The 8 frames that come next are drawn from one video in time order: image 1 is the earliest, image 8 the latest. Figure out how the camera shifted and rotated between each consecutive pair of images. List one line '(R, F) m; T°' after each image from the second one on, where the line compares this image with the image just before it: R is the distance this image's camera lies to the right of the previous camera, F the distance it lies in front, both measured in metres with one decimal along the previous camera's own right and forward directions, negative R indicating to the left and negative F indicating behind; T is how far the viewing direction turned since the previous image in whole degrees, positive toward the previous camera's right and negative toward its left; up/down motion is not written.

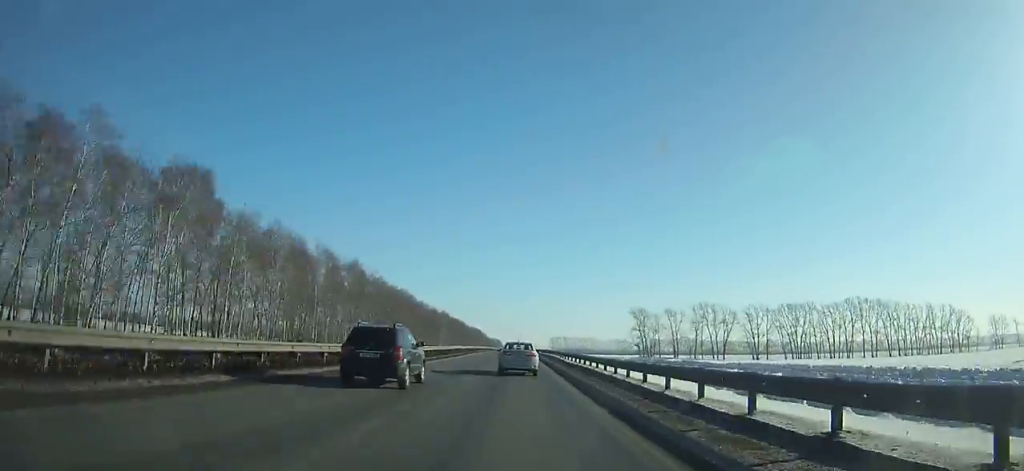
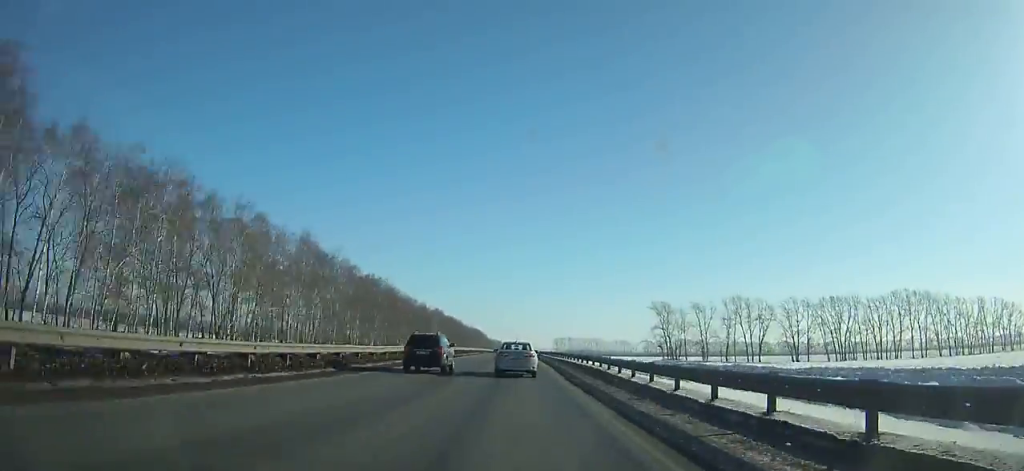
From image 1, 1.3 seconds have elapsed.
(-0.1, +30.3) m; 0°
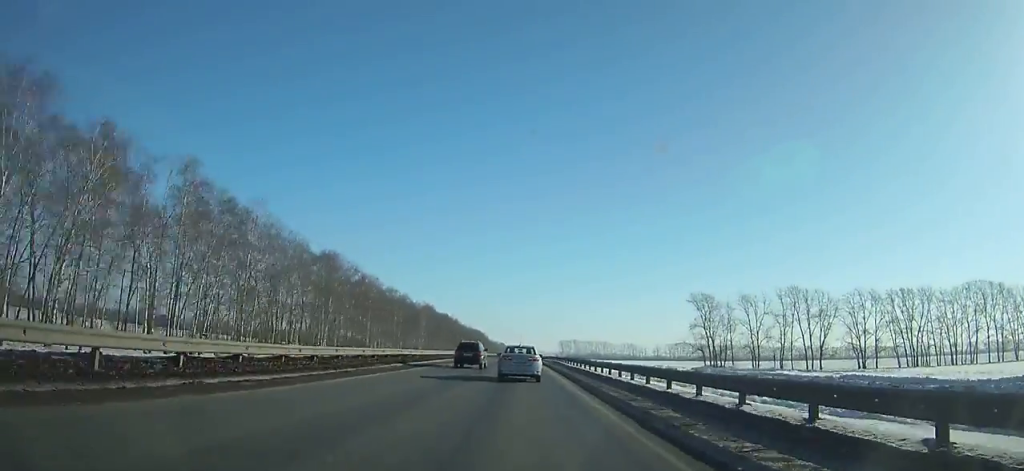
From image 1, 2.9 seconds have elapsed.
(0.0, +37.1) m; 0°
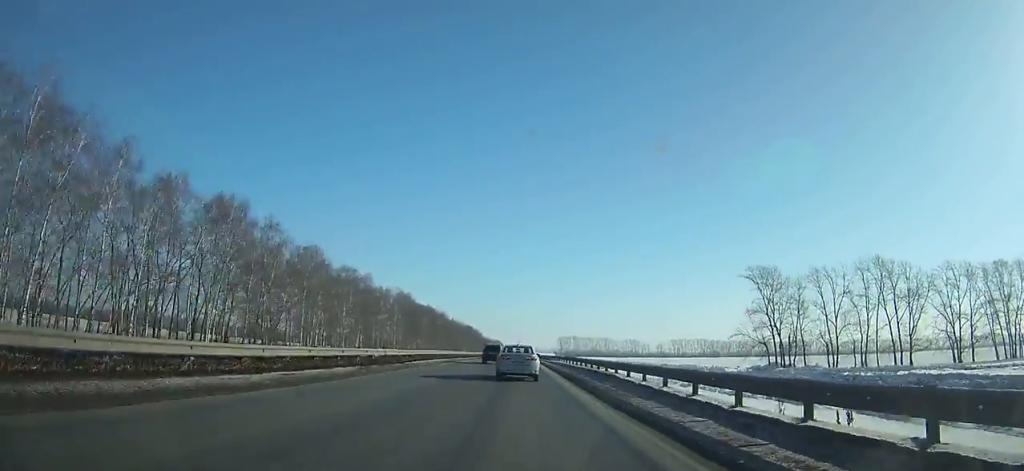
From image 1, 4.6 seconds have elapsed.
(0.0, +39.2) m; 0°
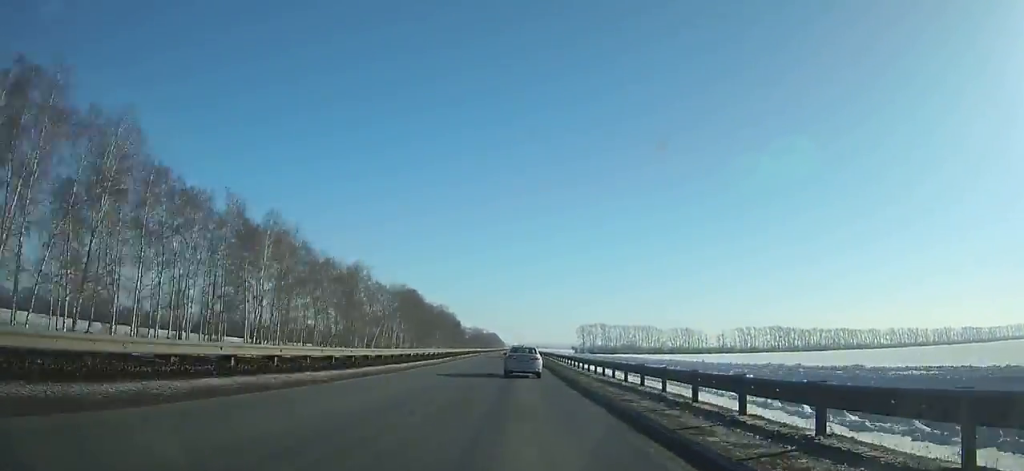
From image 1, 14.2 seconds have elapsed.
(+0.2, +222.3) m; 0°
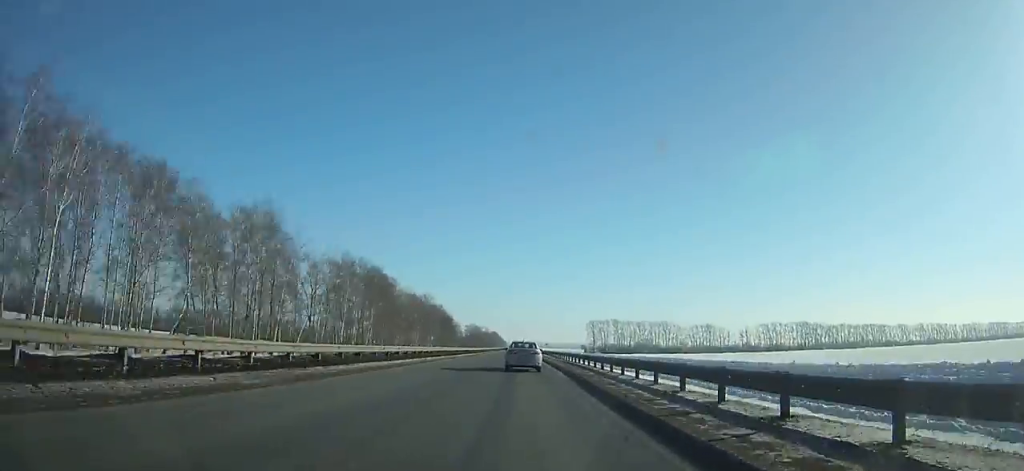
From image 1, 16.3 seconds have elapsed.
(-0.2, +48.9) m; 0°
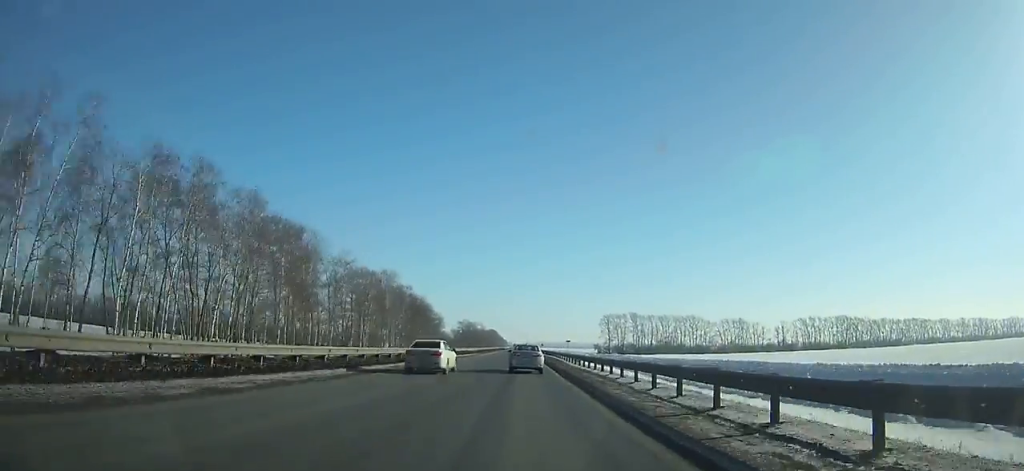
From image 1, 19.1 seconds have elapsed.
(-0.1, +65.2) m; 0°
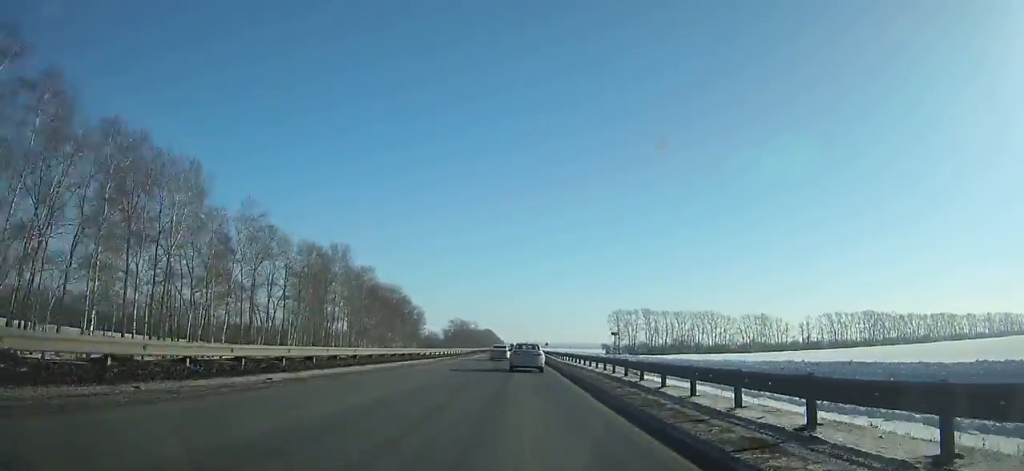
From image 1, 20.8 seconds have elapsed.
(0.0, +39.6) m; 0°
